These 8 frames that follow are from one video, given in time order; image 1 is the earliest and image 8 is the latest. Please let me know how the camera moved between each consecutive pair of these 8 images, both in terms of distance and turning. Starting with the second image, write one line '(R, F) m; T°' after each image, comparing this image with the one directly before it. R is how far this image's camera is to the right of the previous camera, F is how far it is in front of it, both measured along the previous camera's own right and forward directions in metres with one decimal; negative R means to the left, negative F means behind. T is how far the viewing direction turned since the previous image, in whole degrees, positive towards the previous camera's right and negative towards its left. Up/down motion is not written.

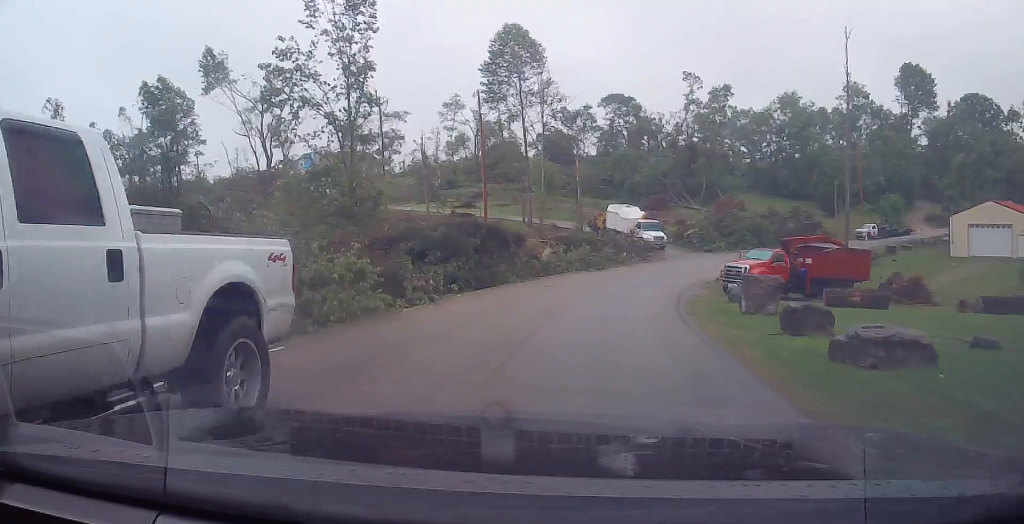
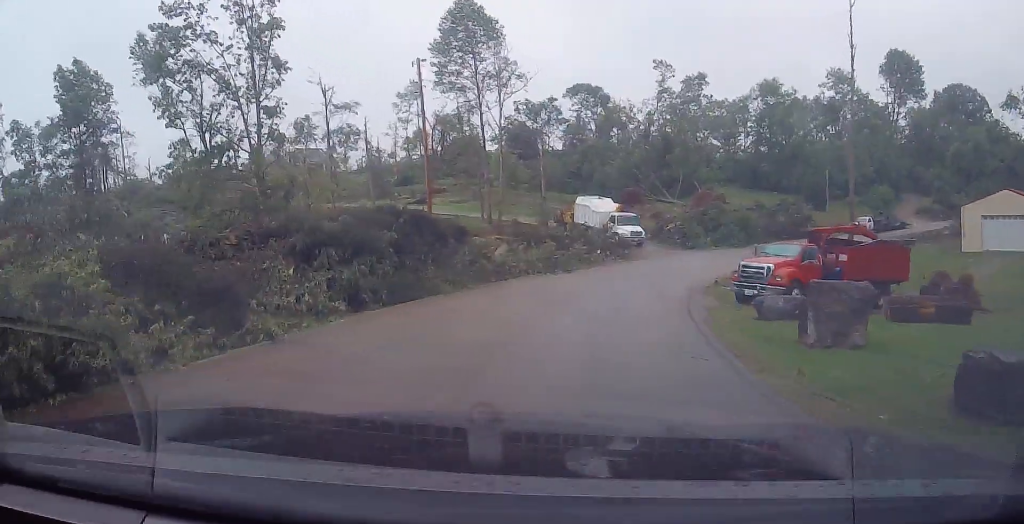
(-0.8, +6.2) m; -3°
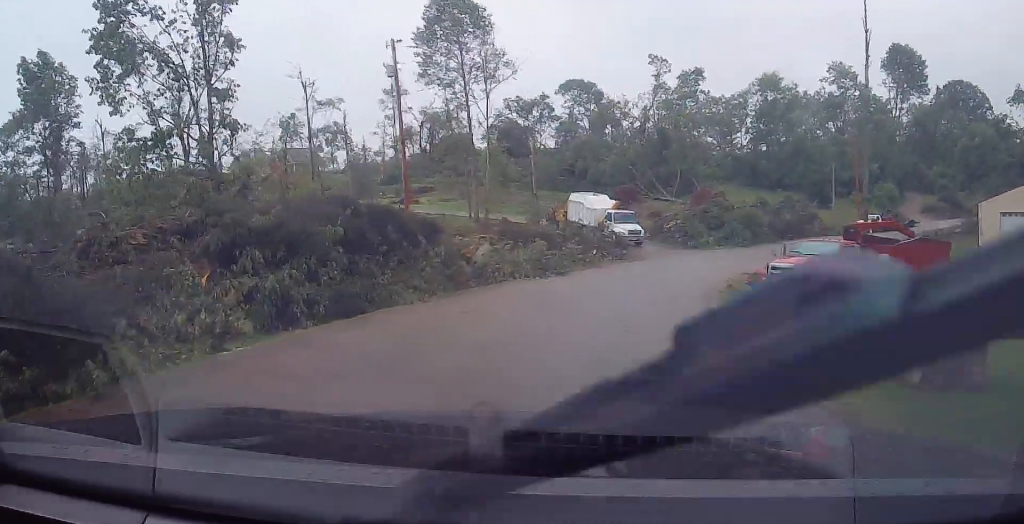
(+0.3, +3.5) m; +4°
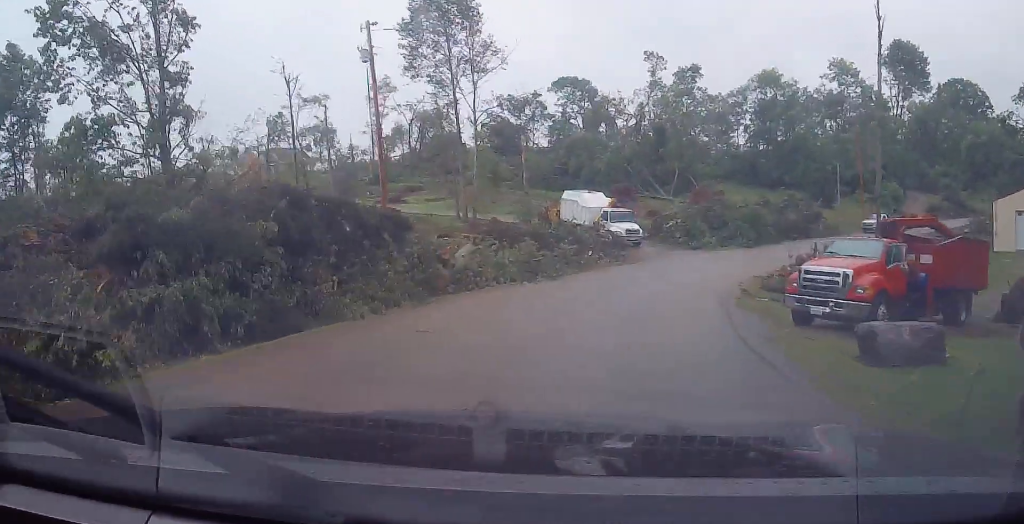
(+0.1, +2.7) m; +3°
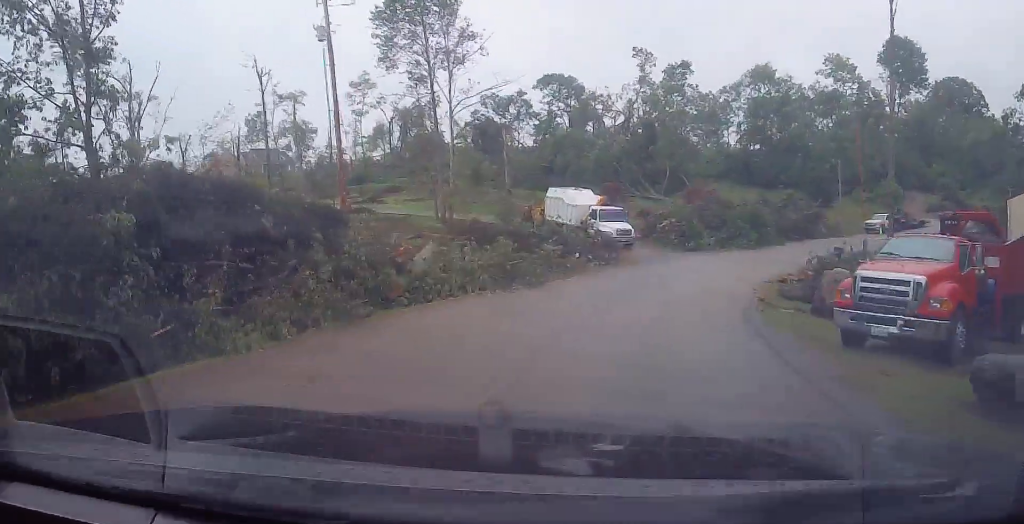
(+0.1, +3.7) m; +3°
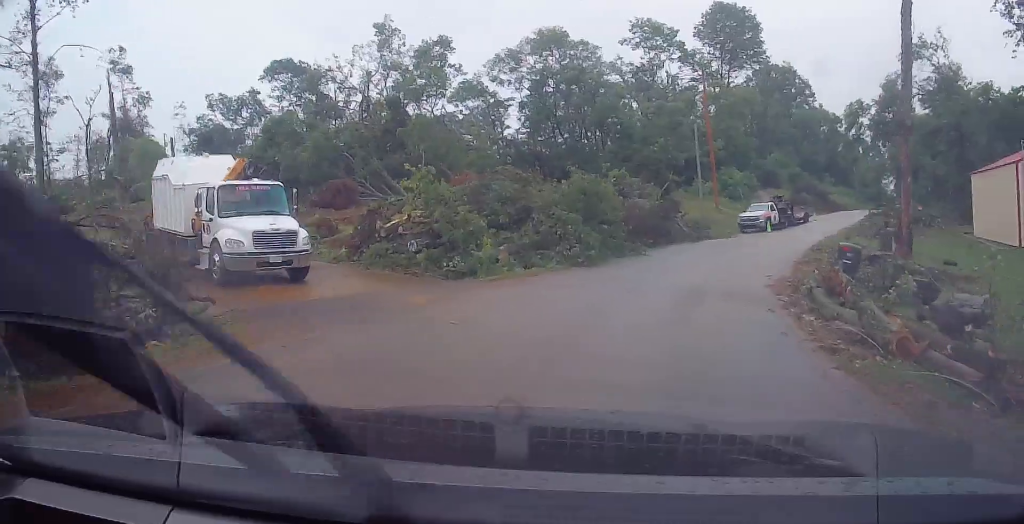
(+3.0, +23.2) m; +15°
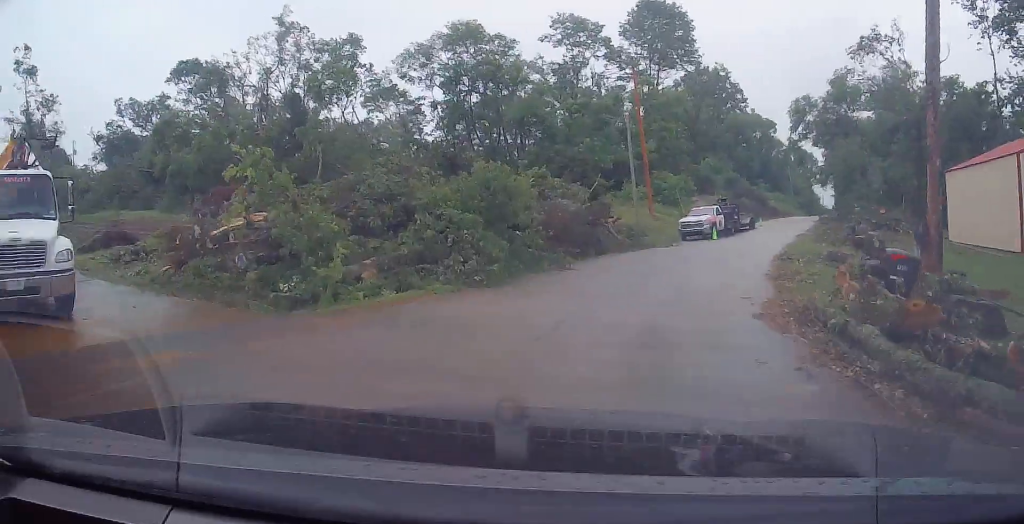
(+0.2, +5.6) m; +6°
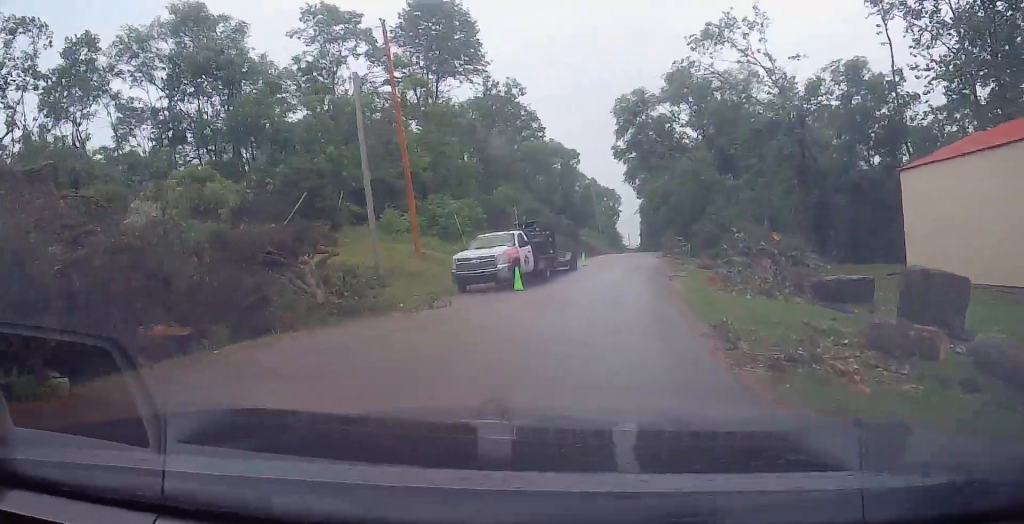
(+2.6, +15.1) m; +18°
